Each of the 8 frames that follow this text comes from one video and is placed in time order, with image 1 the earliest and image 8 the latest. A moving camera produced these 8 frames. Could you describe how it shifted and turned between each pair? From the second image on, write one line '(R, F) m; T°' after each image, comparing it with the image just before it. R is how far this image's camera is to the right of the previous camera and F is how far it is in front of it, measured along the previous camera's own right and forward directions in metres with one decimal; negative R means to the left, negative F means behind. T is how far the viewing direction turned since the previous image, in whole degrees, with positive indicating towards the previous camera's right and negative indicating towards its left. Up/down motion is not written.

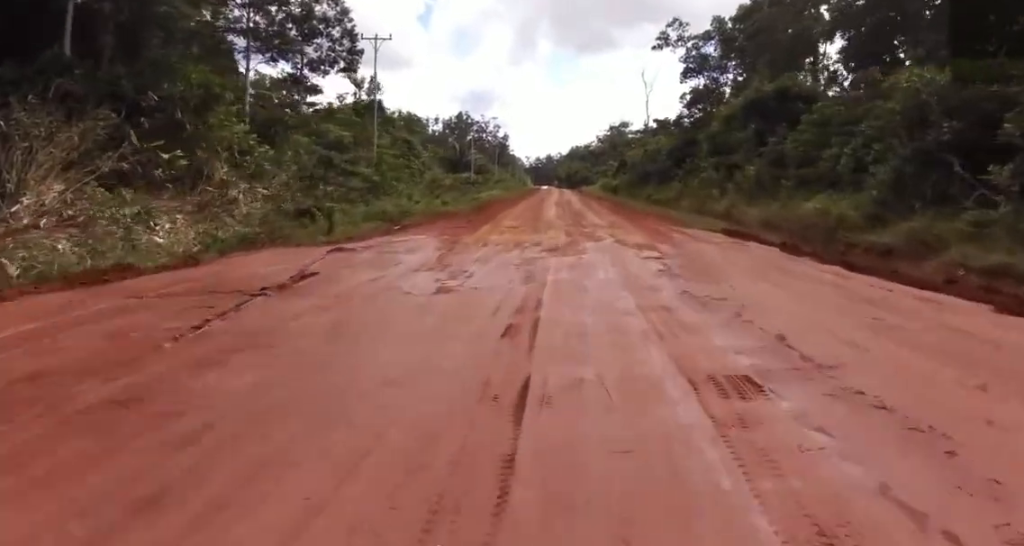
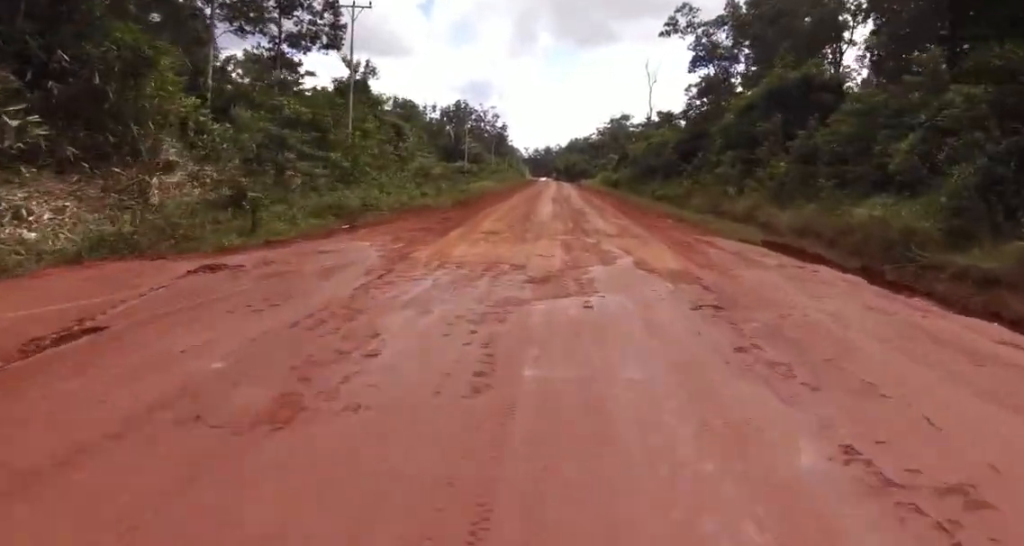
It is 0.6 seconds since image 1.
(0.0, +5.4) m; 0°
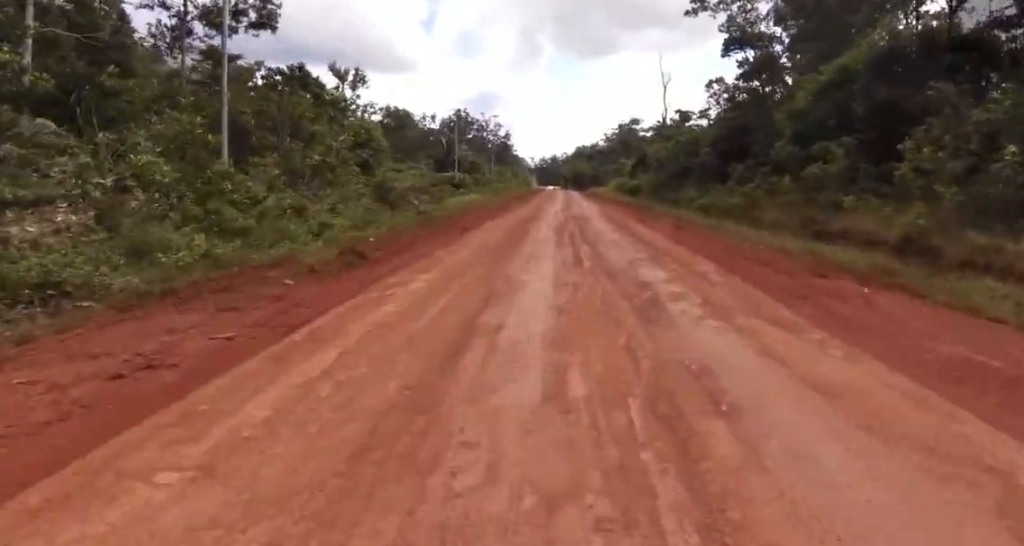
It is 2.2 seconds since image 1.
(0.0, +15.7) m; 0°
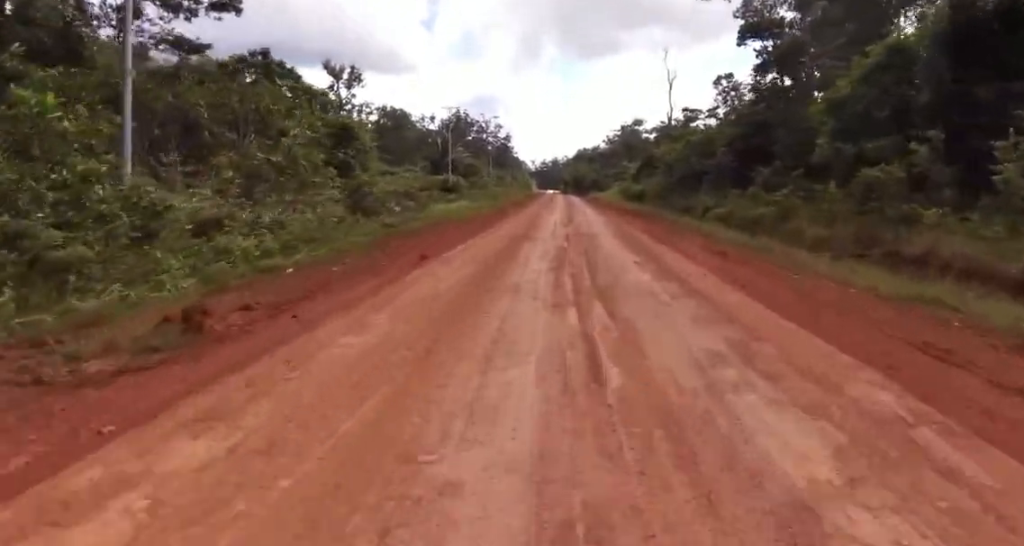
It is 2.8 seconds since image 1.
(0.0, +5.4) m; 0°
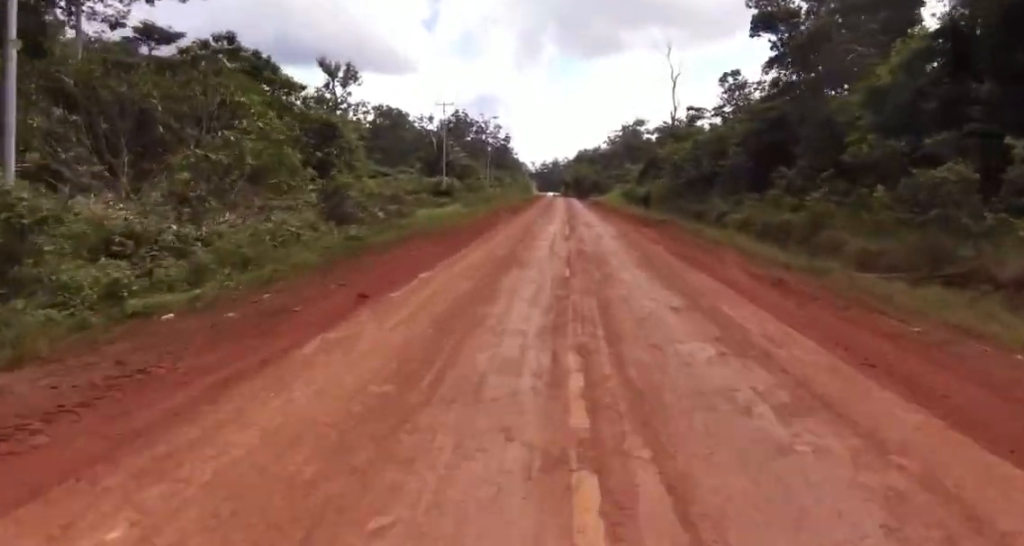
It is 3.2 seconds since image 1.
(0.0, +4.1) m; 0°
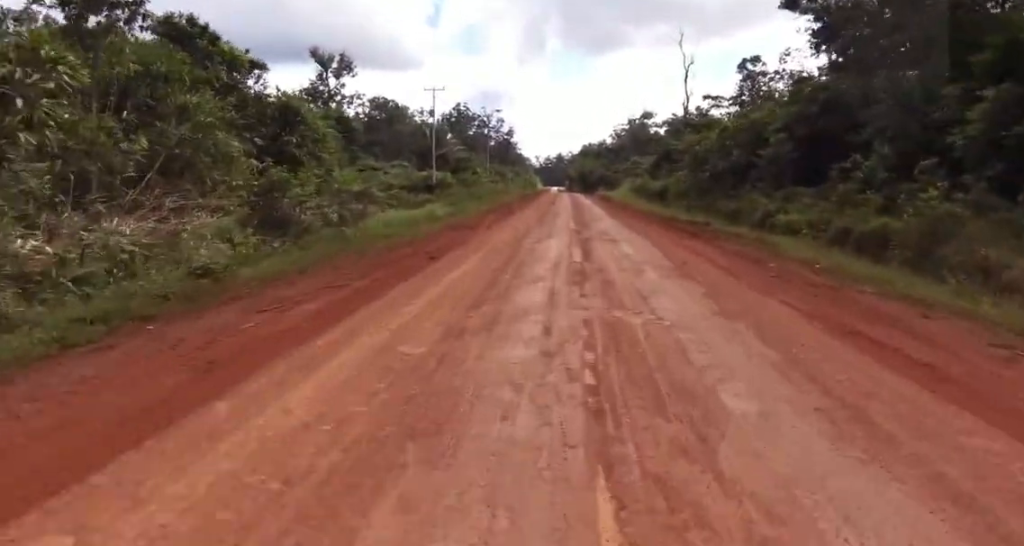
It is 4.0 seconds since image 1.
(0.0, +8.5) m; +2°
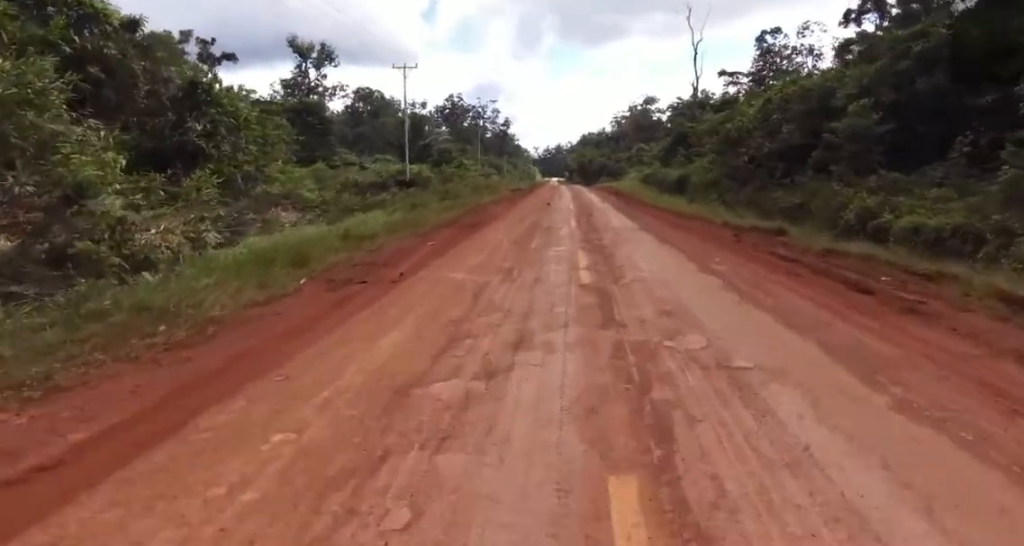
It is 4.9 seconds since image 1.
(+0.3, +11.0) m; 0°
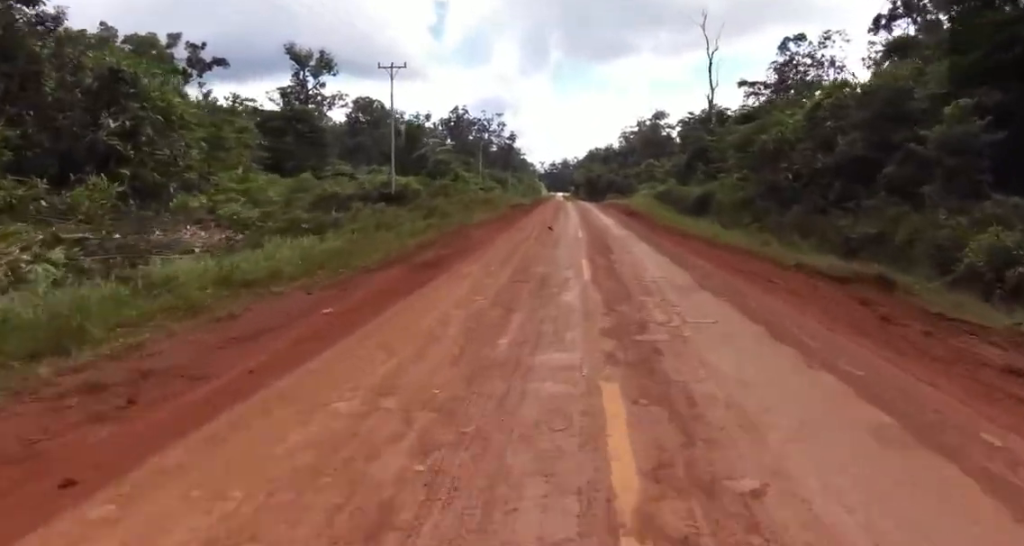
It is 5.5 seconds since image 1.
(-0.1, +6.4) m; 0°
